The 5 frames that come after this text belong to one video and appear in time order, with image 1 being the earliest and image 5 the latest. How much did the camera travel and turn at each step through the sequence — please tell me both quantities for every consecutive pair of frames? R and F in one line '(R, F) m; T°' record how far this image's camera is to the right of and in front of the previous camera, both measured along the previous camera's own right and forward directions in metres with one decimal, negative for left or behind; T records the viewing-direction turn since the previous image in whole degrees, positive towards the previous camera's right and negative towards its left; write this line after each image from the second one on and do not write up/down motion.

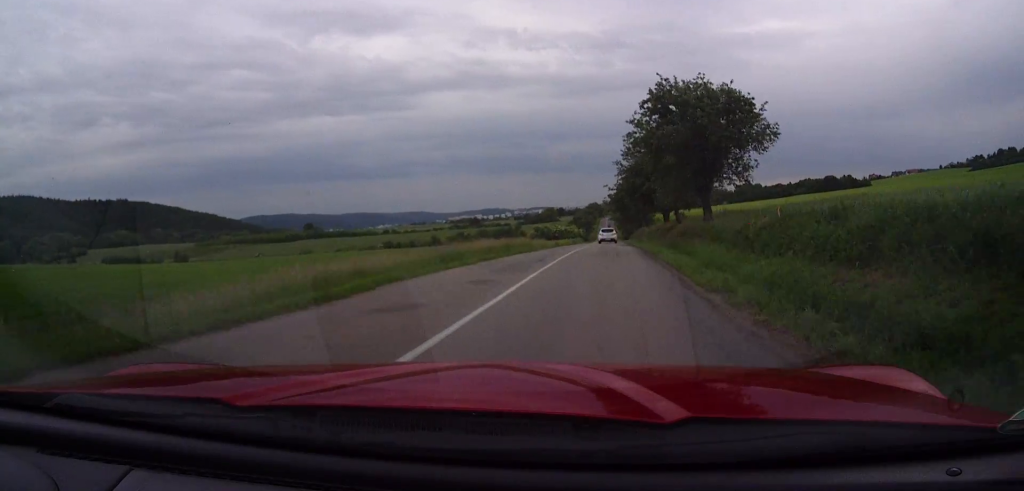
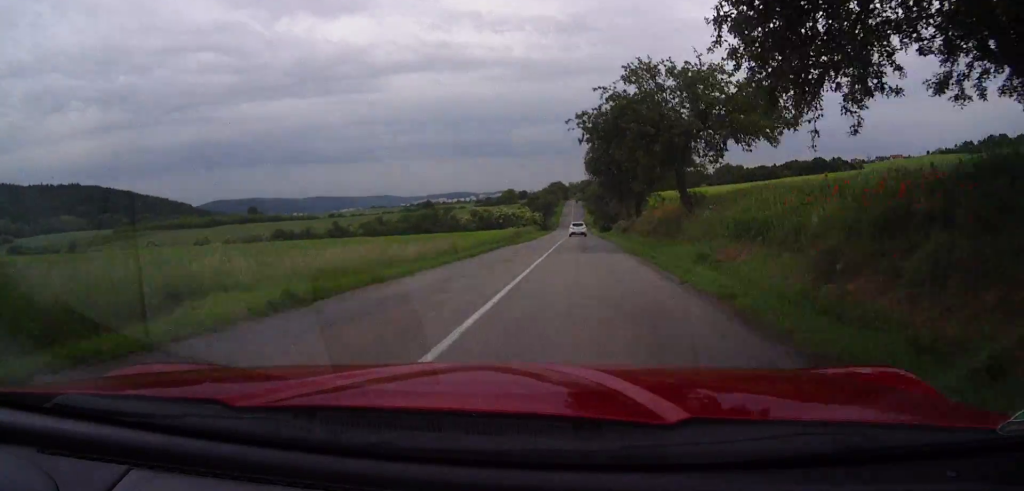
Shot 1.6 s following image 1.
(+2.8, +56.8) m; +3°
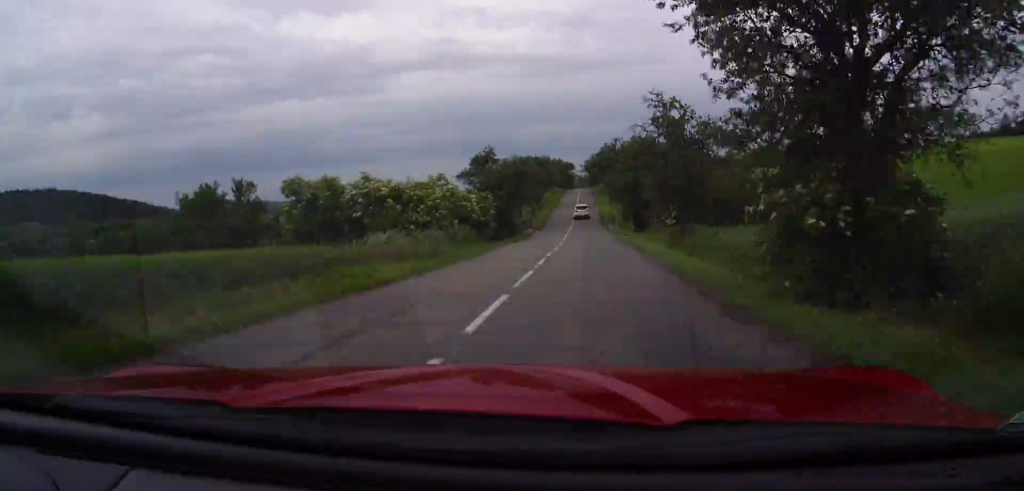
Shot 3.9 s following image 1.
(-0.4, +82.6) m; 0°
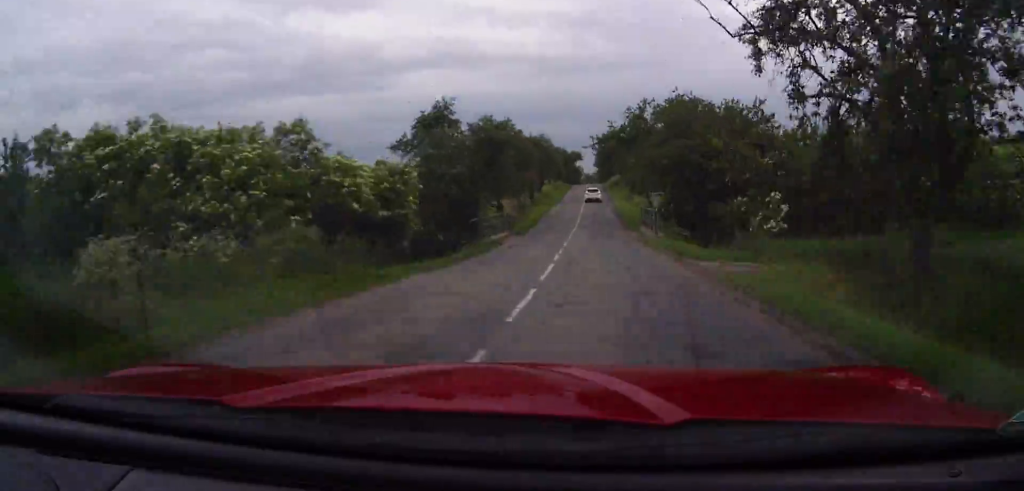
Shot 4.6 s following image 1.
(0.0, +23.8) m; 0°
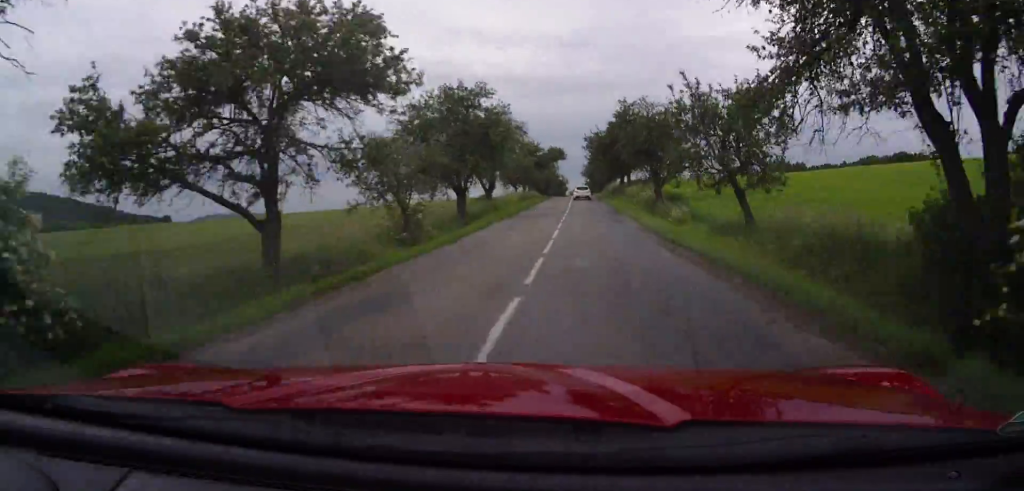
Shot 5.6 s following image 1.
(+0.1, +37.0) m; 0°
